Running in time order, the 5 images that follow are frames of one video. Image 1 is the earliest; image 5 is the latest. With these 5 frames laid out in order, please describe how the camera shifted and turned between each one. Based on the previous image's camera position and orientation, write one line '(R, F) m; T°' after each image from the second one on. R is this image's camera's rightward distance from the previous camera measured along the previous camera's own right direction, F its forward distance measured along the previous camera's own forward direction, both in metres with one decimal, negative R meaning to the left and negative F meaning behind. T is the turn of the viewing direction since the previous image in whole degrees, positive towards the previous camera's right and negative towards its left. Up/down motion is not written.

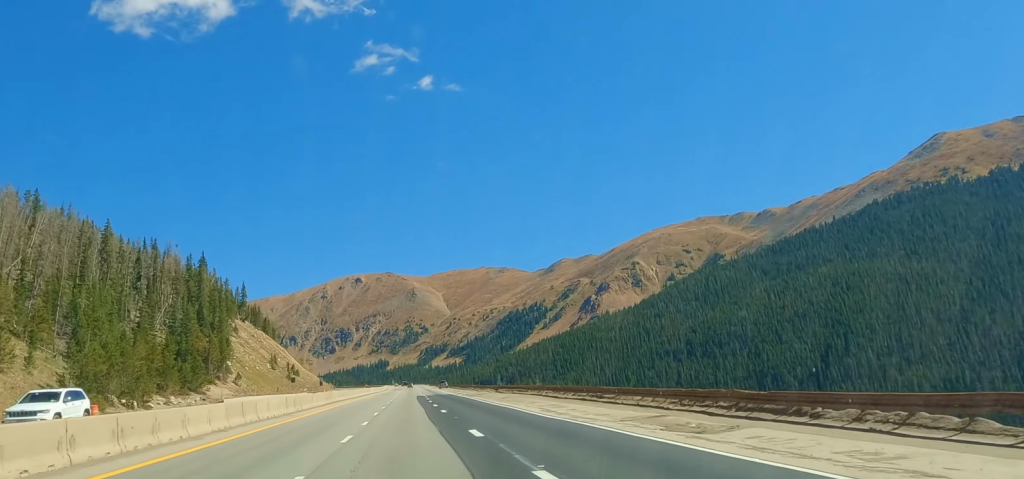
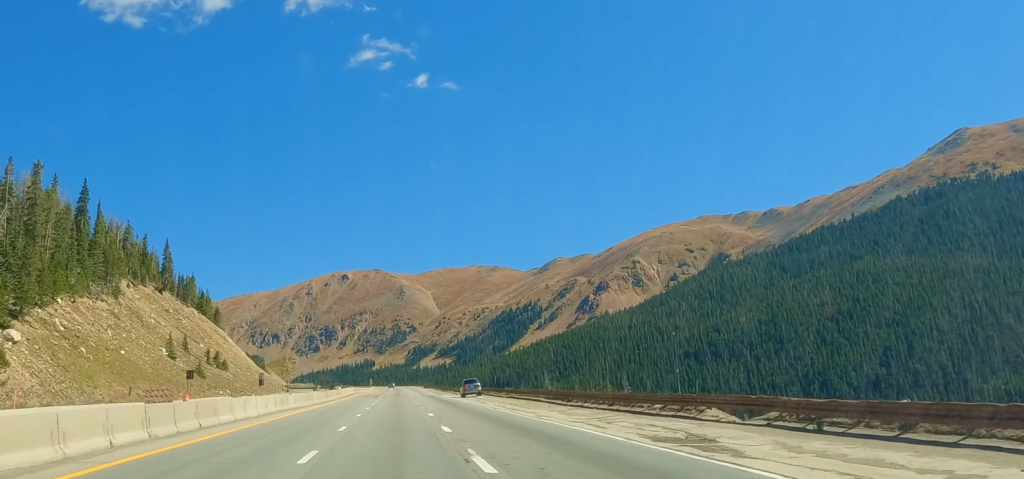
(-1.2, +112.7) m; -1°
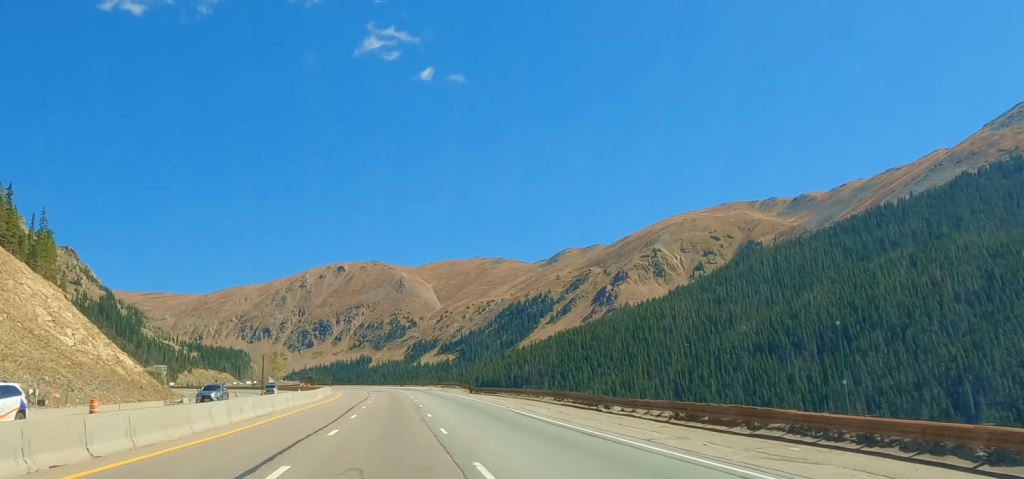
(+2.5, +171.8) m; +1°
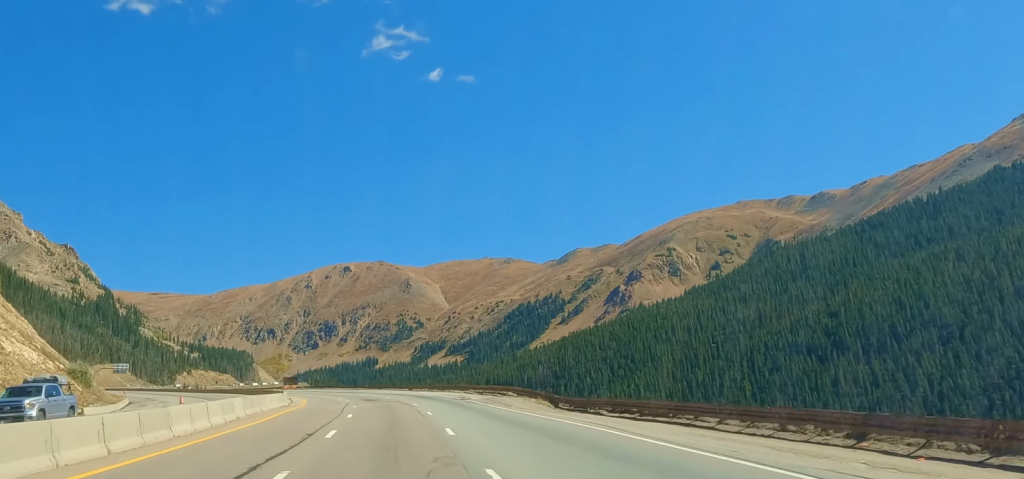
(+0.1, +49.9) m; -3°
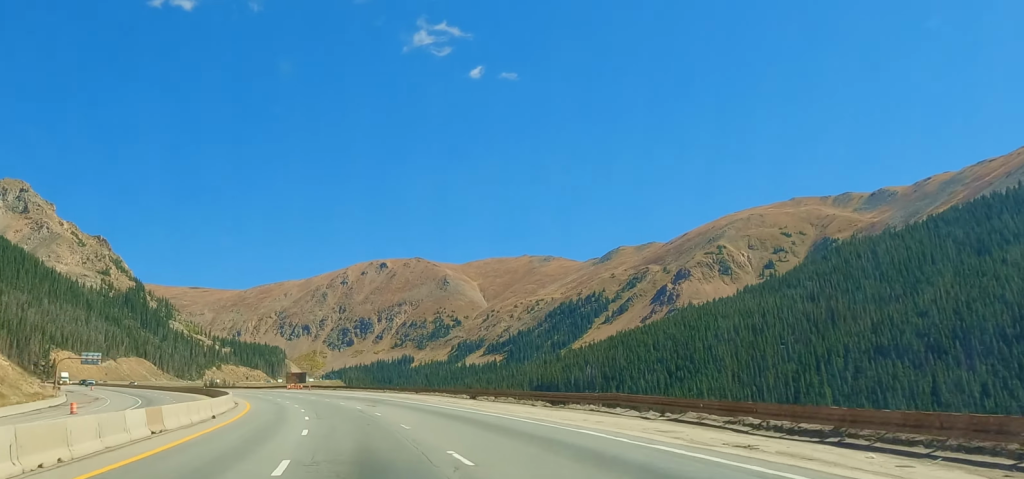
(-2.5, +55.5) m; -4°
